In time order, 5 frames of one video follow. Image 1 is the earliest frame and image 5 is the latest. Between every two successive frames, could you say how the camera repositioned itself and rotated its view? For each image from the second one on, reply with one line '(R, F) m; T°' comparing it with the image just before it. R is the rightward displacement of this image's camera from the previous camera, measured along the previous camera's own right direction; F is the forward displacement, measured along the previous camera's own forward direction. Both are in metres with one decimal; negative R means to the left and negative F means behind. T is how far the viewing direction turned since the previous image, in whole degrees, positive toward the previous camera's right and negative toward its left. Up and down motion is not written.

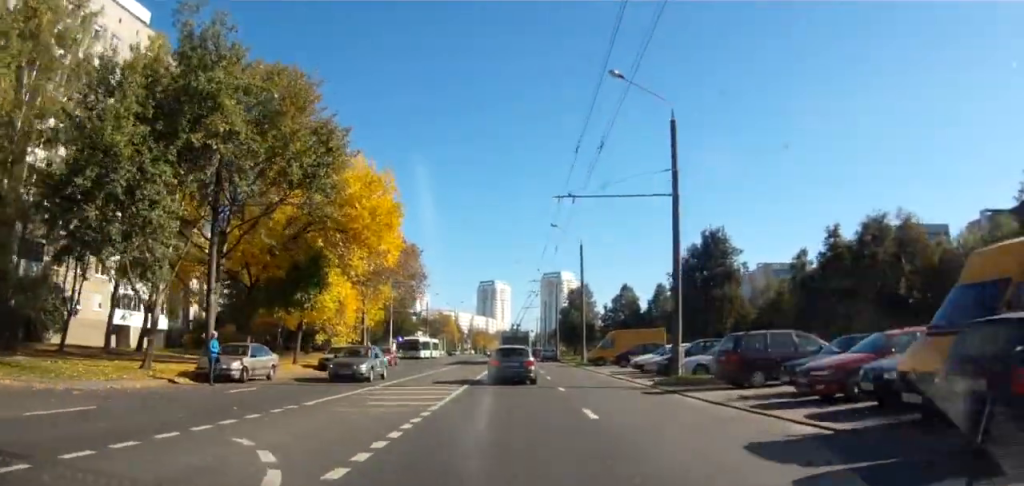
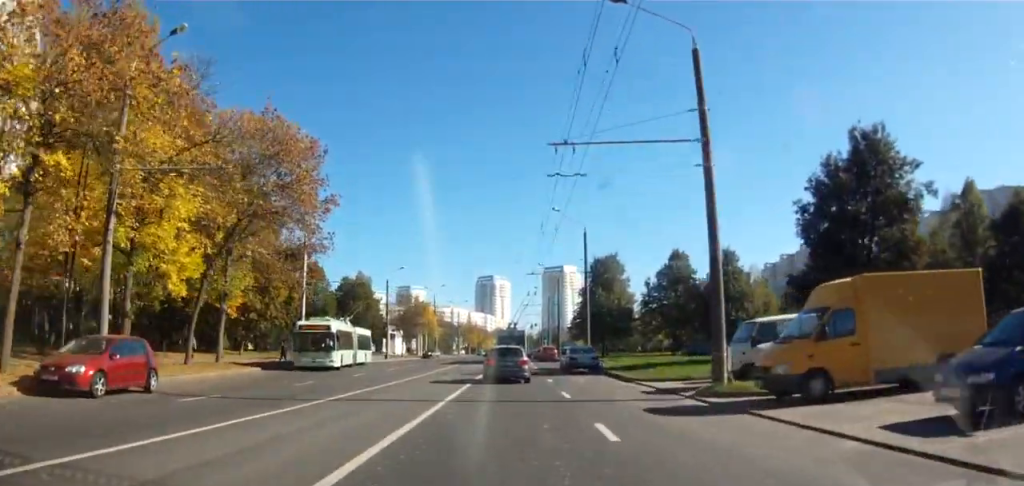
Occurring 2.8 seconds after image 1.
(-0.8, +35.3) m; 0°
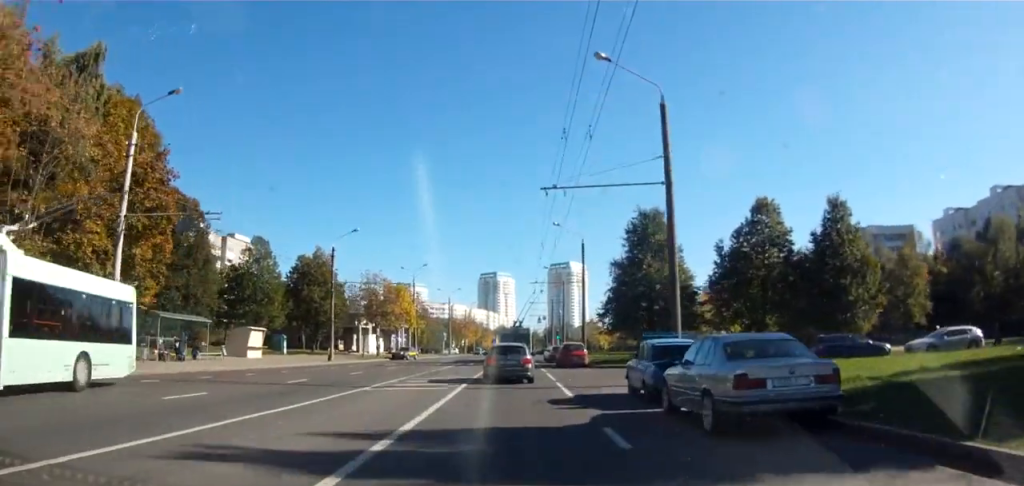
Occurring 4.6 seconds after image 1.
(-0.3, +22.8) m; -3°
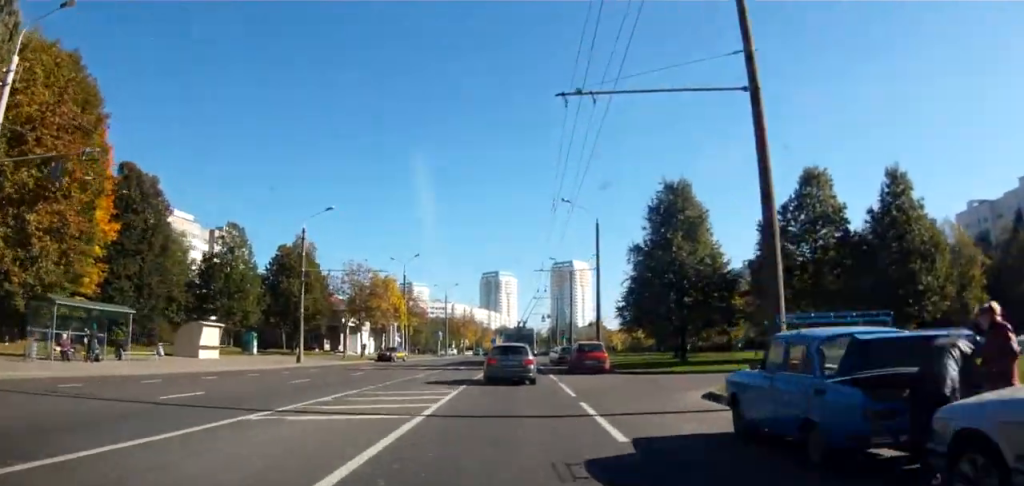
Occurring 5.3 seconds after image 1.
(-0.1, +6.9) m; -1°
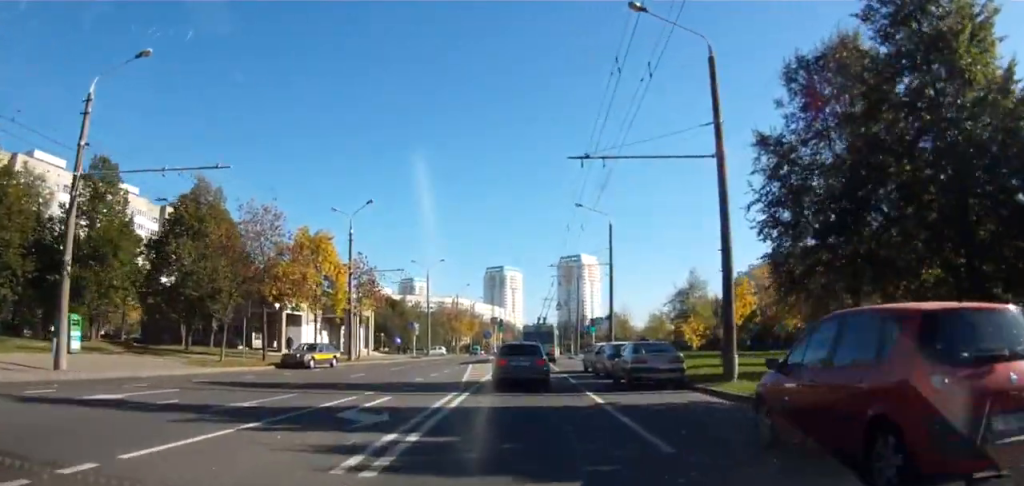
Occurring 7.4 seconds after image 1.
(0.0, +19.3) m; 0°
